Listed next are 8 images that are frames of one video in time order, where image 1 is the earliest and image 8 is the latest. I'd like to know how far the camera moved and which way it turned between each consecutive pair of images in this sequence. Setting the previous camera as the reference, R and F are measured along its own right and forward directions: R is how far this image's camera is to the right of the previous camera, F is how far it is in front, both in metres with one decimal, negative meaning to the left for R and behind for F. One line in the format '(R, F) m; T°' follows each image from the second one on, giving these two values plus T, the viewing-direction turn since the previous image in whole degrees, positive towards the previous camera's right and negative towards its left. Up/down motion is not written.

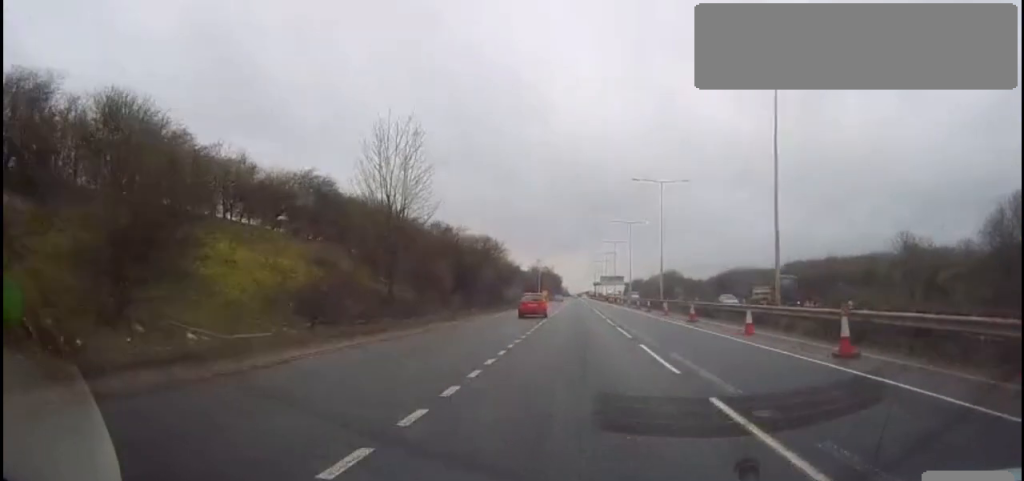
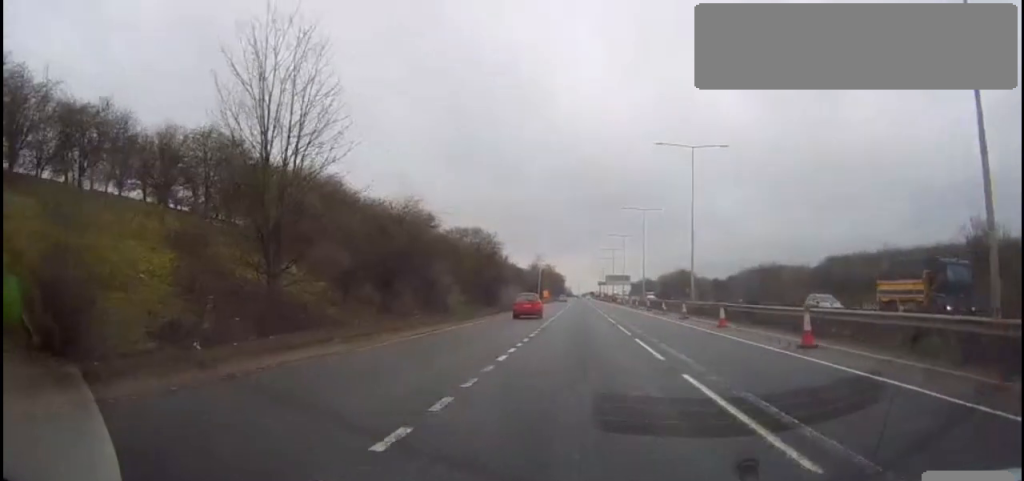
(0.0, +14.7) m; -1°
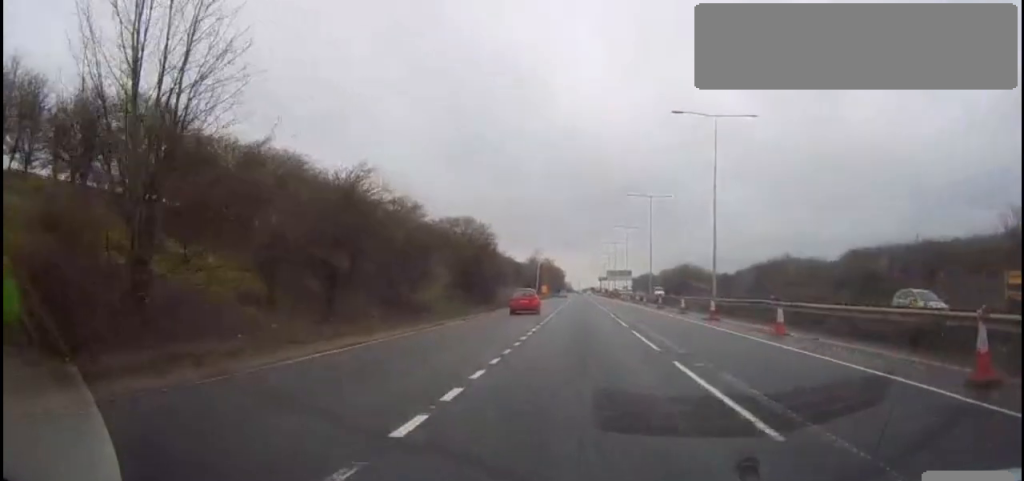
(-0.1, +7.7) m; -1°
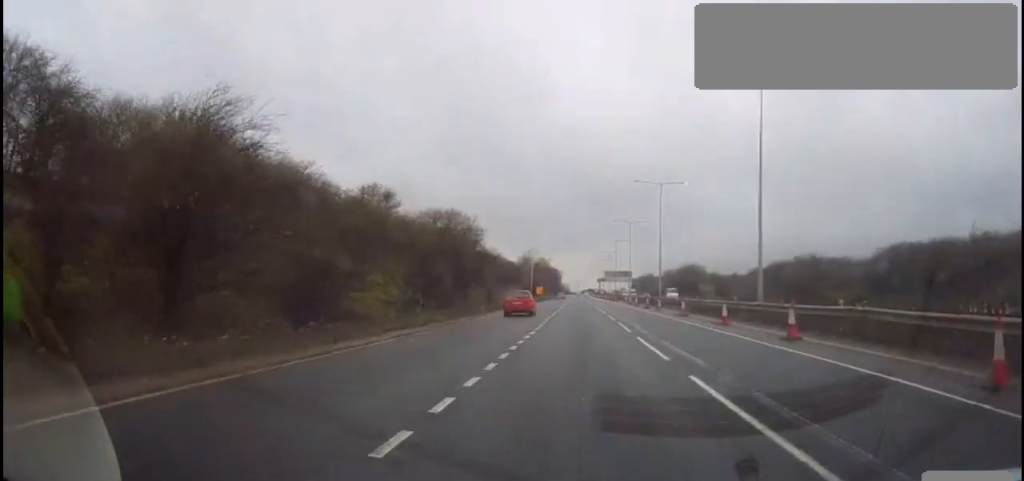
(-0.1, +10.7) m; 0°
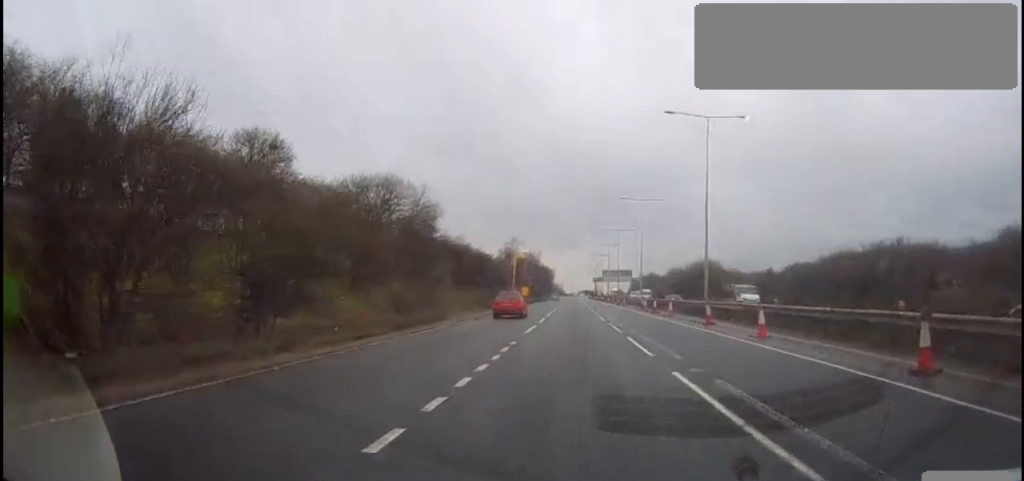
(+0.4, +24.1) m; +2°
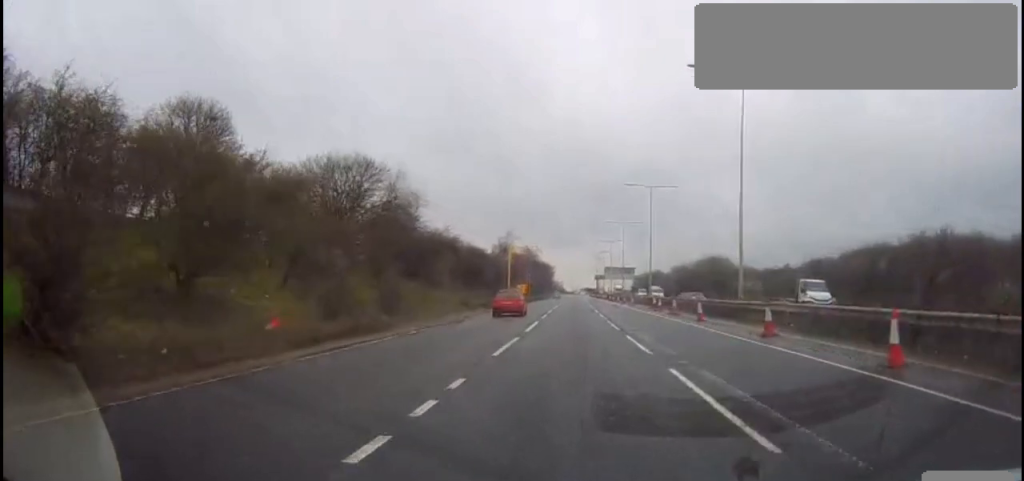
(0.0, +8.0) m; 0°
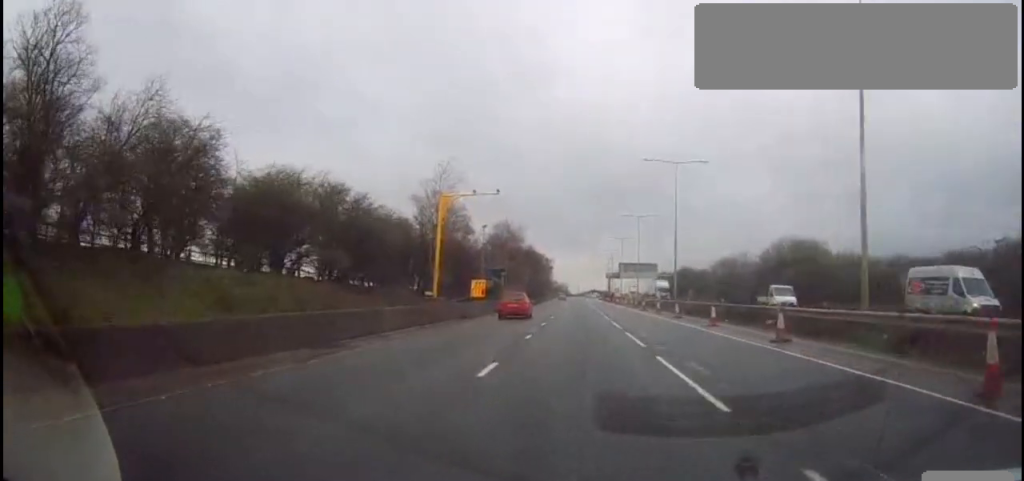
(-1.9, +50.2) m; -1°
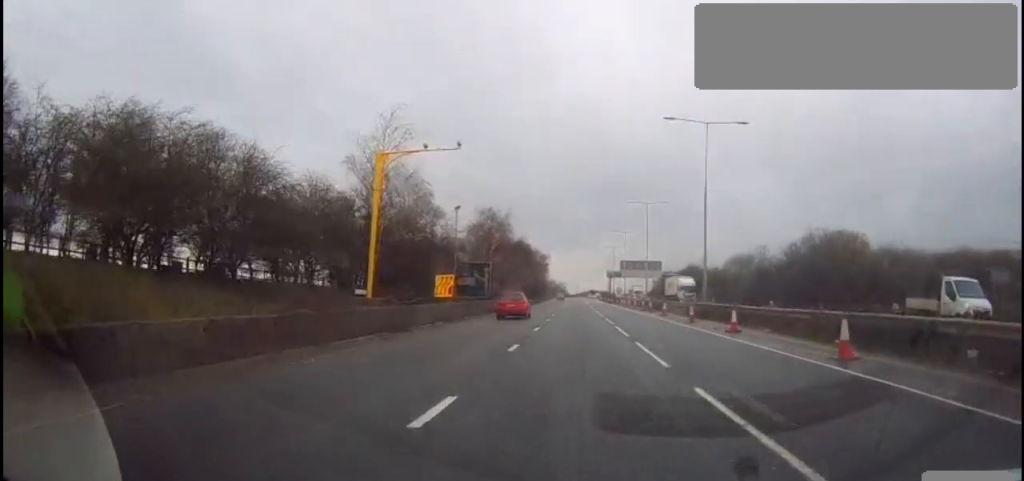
(+0.3, +12.5) m; +2°
